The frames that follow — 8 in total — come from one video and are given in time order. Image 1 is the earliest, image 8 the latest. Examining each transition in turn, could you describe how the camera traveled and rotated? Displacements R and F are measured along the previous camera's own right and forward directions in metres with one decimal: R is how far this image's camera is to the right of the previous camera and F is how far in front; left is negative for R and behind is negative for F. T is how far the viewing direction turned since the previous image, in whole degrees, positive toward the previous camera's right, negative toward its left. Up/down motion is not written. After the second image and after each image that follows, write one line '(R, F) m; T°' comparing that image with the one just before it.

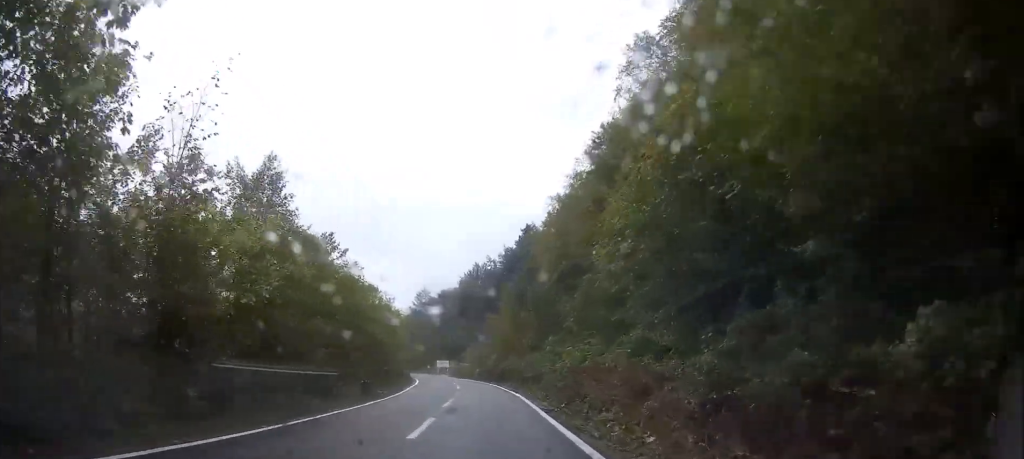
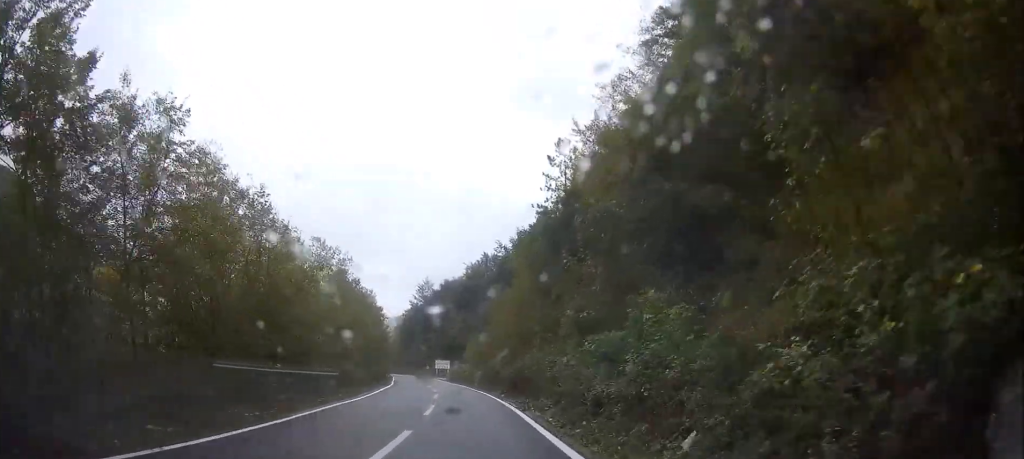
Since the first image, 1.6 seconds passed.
(0.0, +23.1) m; -1°
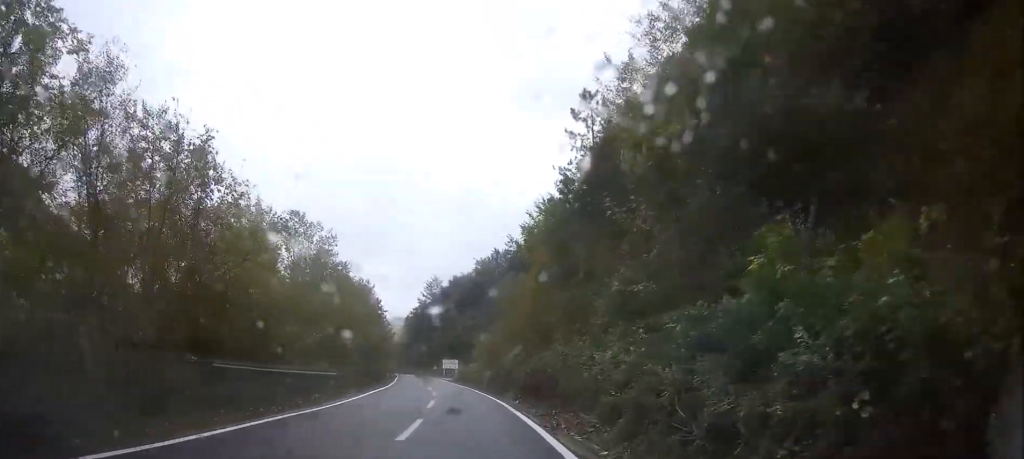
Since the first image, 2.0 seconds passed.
(+0.1, +6.9) m; -1°
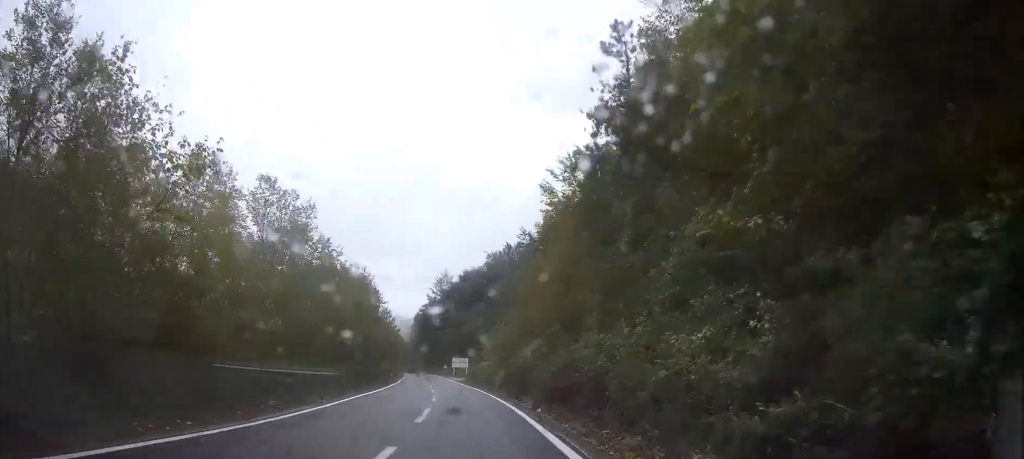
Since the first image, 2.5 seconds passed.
(-0.2, +6.5) m; -1°
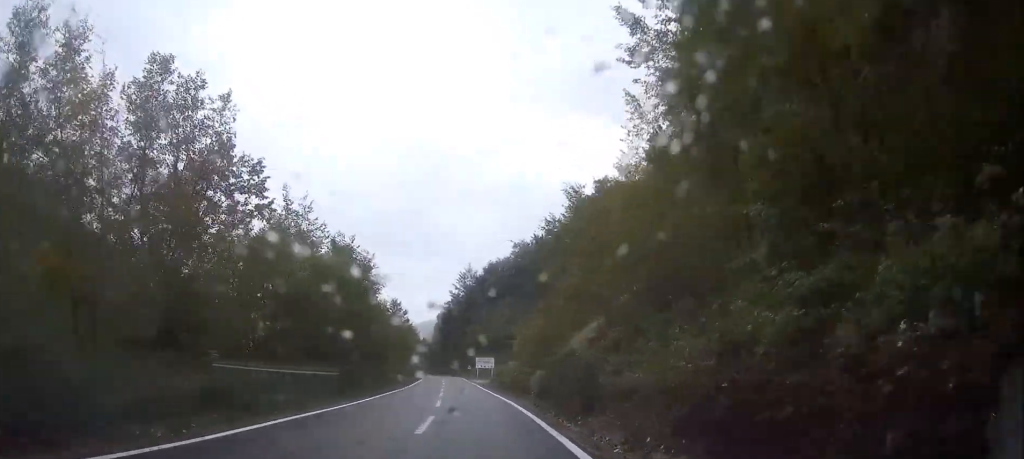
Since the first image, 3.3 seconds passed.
(-0.3, +12.6) m; -3°
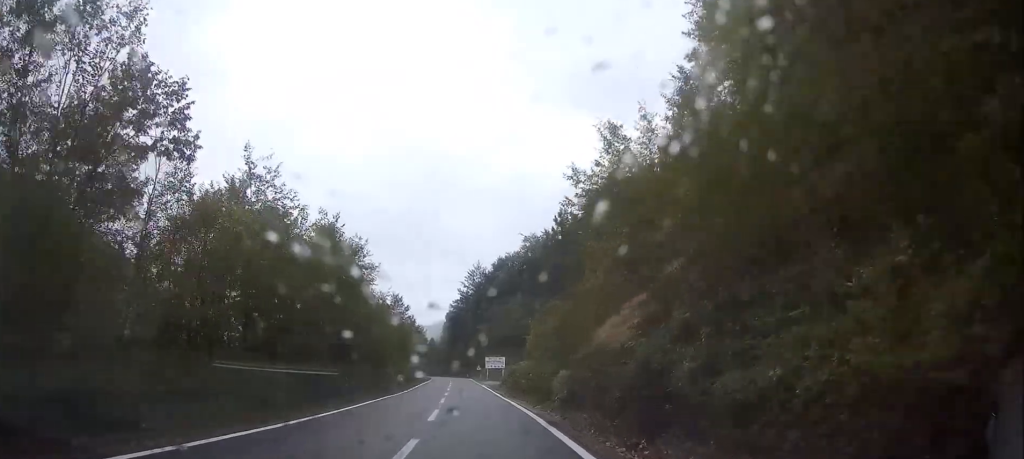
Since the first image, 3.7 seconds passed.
(-0.1, +6.1) m; -1°
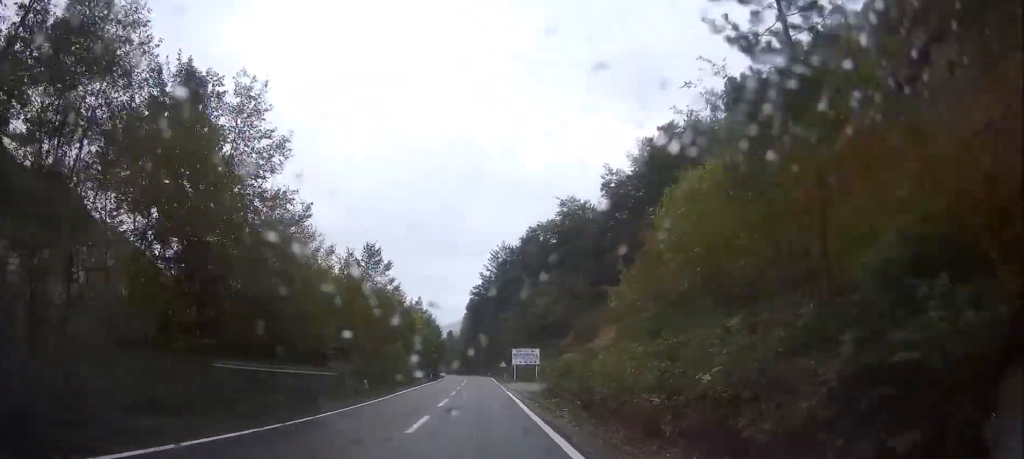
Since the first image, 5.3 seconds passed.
(-0.9, +24.6) m; -3°
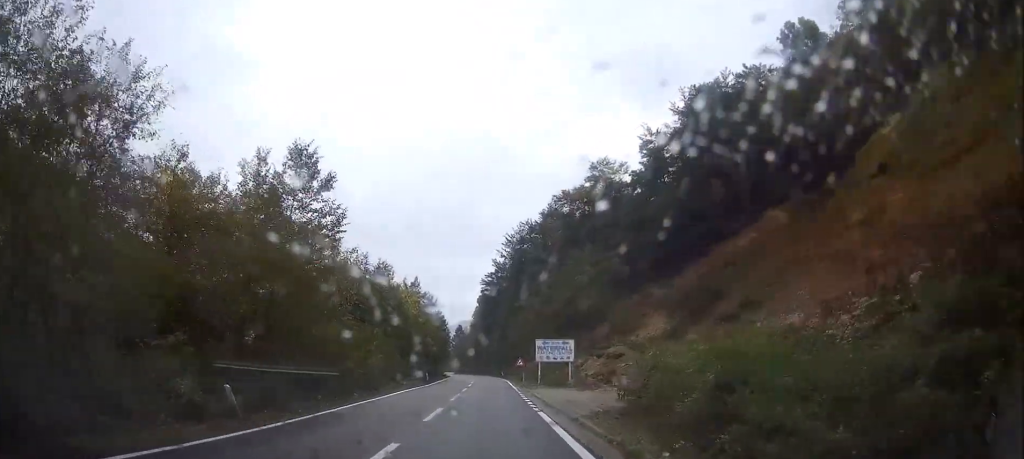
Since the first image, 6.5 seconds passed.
(0.0, +18.2) m; 0°
